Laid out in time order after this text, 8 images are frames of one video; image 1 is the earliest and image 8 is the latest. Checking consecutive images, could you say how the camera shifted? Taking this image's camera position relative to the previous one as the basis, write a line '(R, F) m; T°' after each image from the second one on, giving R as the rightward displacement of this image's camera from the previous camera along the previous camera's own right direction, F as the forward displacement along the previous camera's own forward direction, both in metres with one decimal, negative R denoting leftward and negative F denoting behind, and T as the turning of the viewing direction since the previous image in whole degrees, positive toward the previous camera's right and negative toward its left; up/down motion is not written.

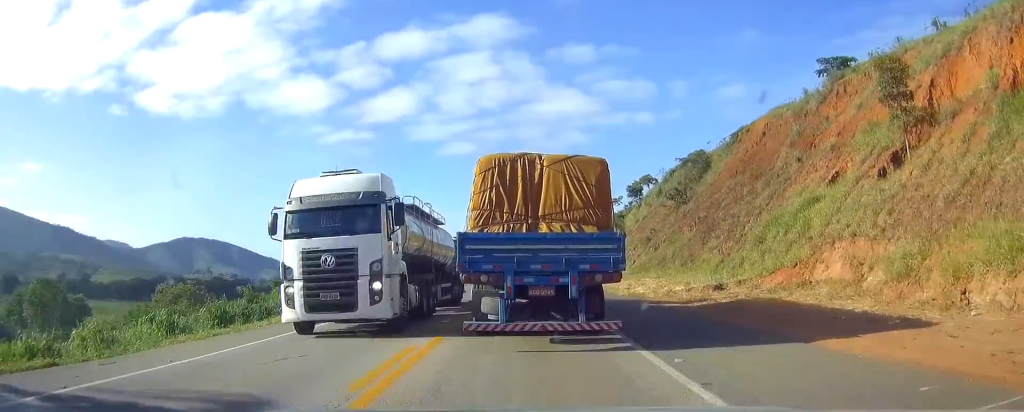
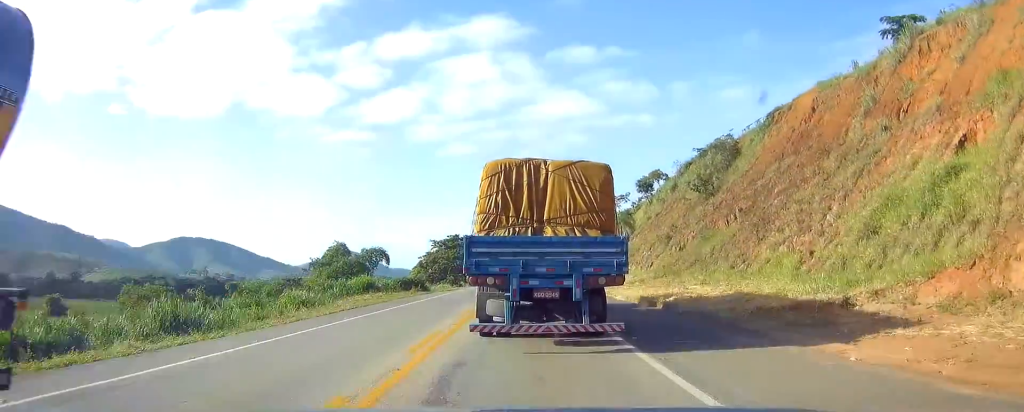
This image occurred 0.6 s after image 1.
(0.0, +12.5) m; 0°
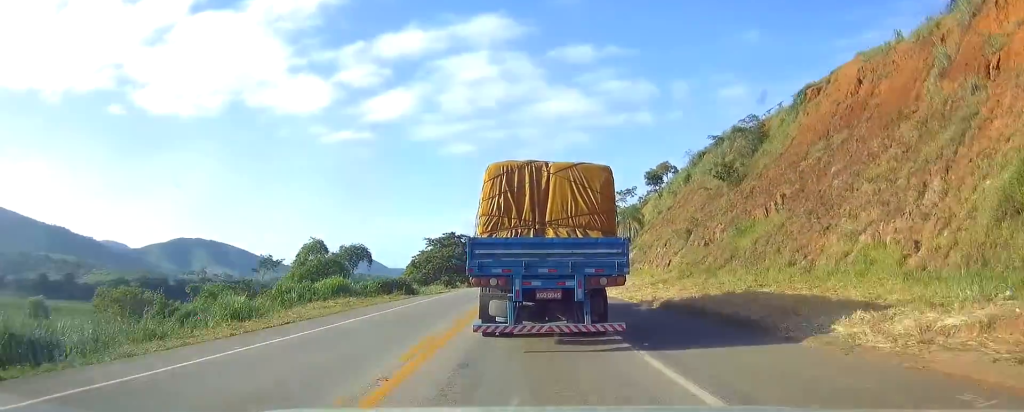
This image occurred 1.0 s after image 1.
(-0.1, +8.8) m; 0°
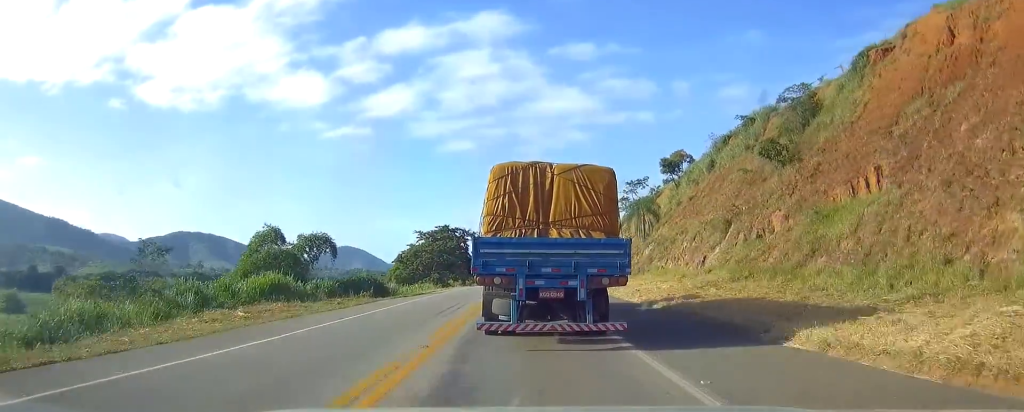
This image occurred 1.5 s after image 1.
(0.0, +12.4) m; 0°
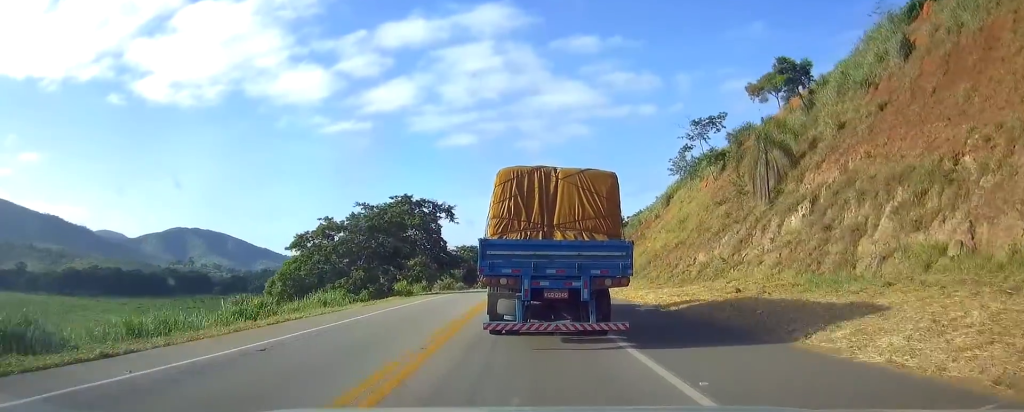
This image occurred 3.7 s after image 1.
(+0.2, +47.2) m; 0°
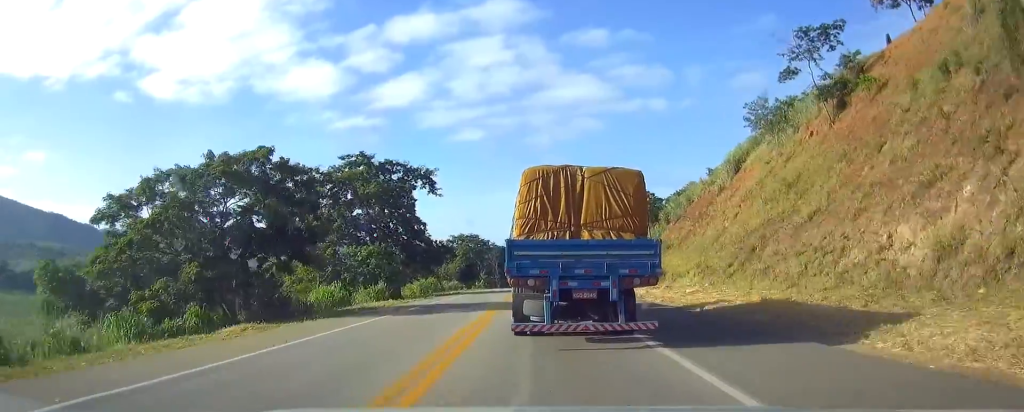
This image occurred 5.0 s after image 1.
(0.0, +28.7) m; 0°
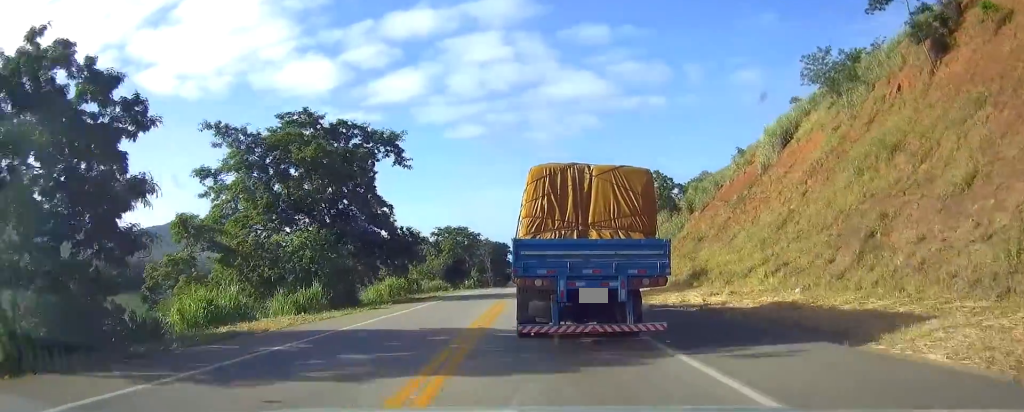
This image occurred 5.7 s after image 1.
(0.0, +15.0) m; 0°
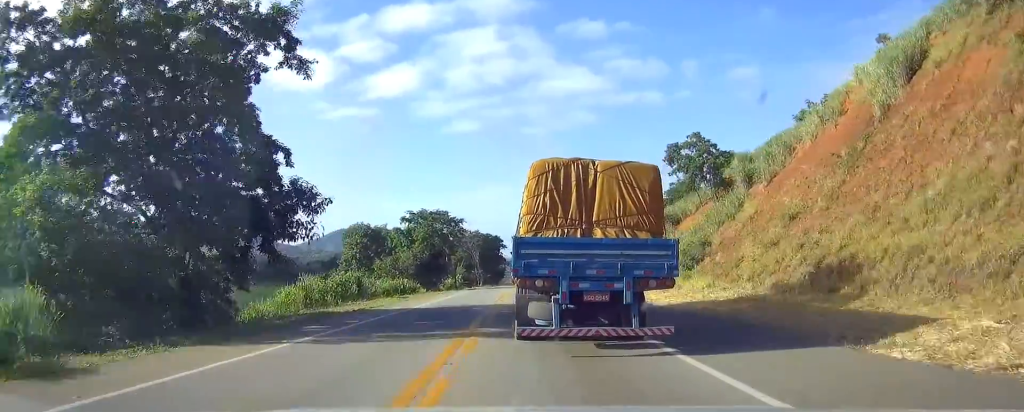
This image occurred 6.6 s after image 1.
(0.0, +22.0) m; 0°
